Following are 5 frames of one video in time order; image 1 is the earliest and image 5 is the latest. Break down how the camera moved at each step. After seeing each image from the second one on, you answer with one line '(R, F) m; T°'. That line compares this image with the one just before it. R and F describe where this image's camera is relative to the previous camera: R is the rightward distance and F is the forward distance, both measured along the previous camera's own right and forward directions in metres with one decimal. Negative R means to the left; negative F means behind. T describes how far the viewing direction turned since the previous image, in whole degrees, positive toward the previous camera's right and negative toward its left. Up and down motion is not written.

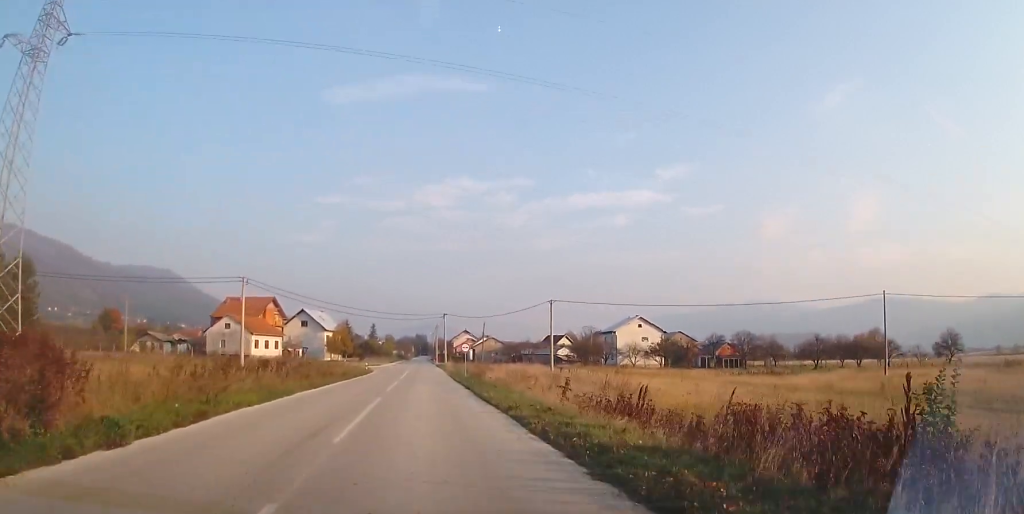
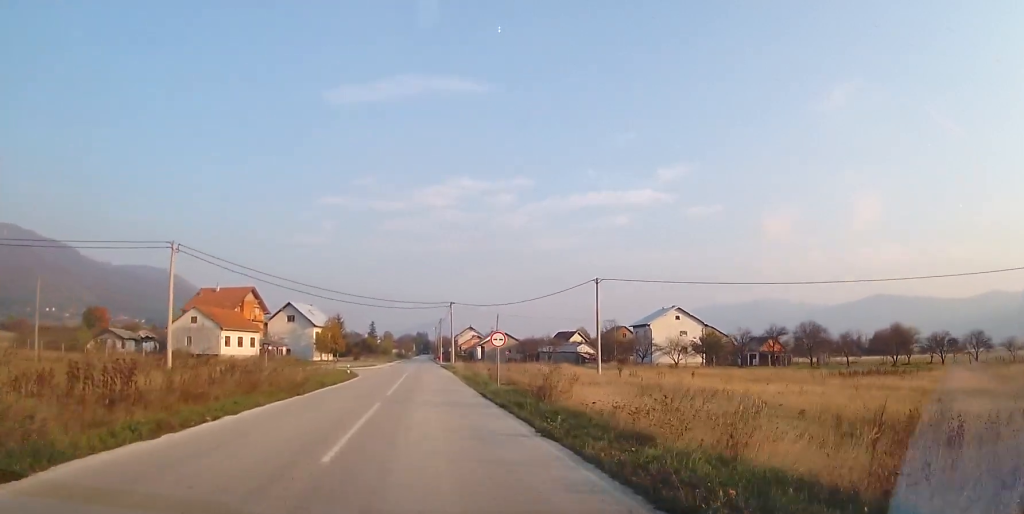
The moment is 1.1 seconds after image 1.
(+0.1, +15.3) m; -1°
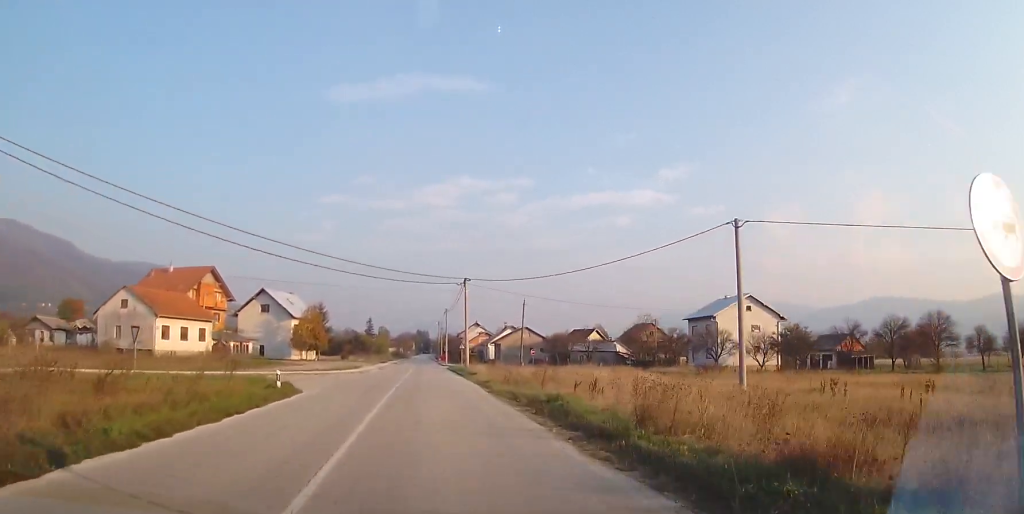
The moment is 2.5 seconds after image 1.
(-0.4, +20.5) m; -1°
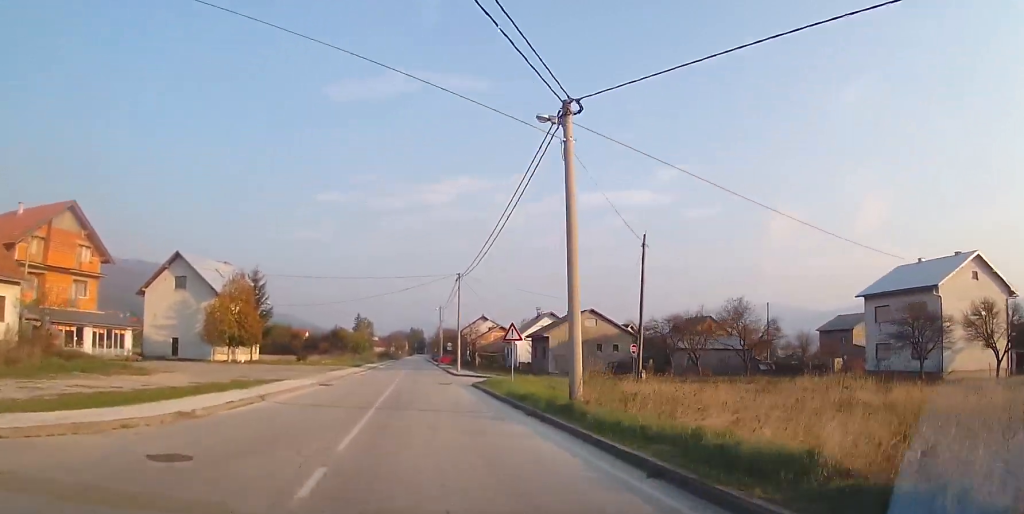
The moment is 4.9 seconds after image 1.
(+0.1, +35.2) m; +2°
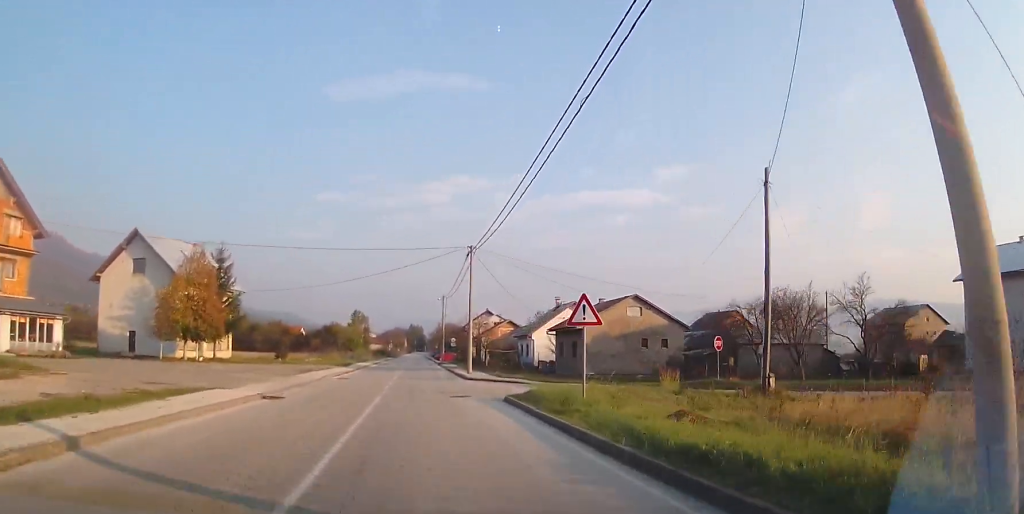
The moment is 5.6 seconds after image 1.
(+0.1, +10.7) m; 0°
